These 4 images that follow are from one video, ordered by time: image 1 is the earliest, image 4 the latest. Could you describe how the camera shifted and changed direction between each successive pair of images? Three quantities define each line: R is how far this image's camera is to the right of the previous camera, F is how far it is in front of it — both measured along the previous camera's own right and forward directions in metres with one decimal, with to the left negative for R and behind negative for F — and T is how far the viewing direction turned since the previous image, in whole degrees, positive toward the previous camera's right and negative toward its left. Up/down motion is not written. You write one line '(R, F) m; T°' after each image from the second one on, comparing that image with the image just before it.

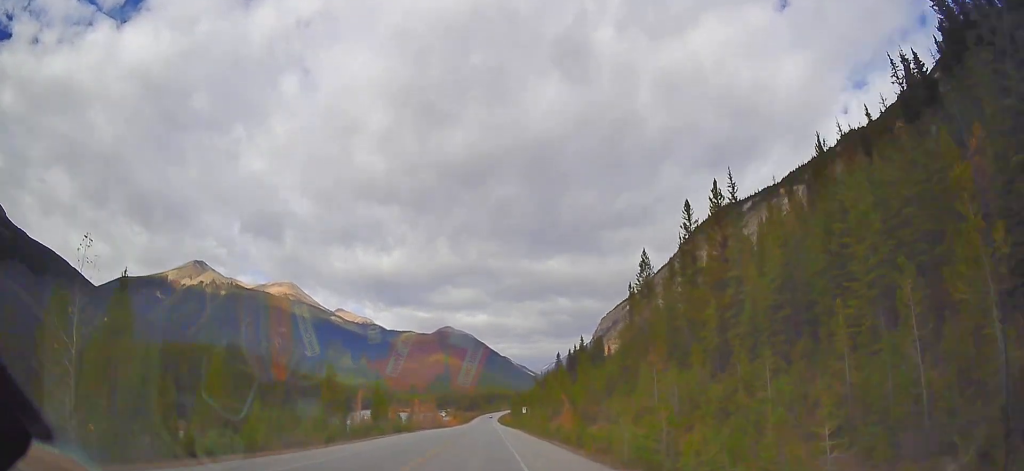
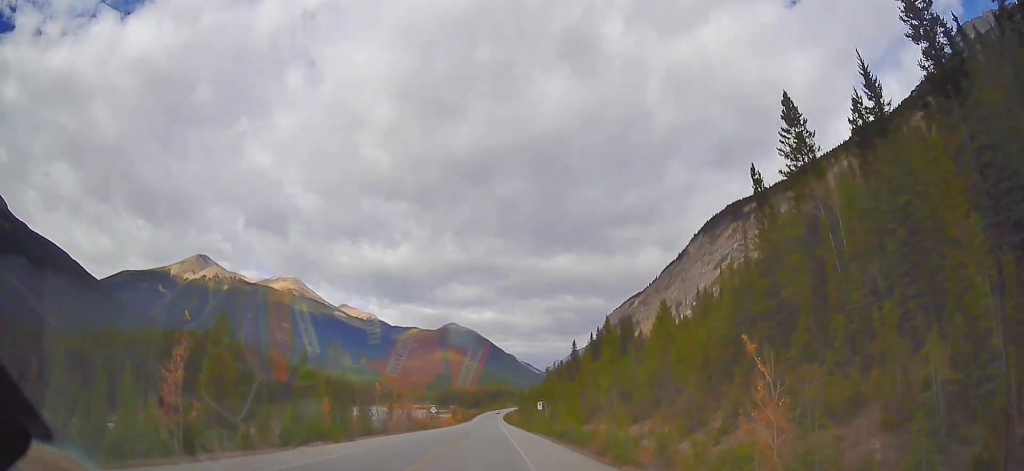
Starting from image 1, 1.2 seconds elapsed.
(+0.3, +31.7) m; 0°
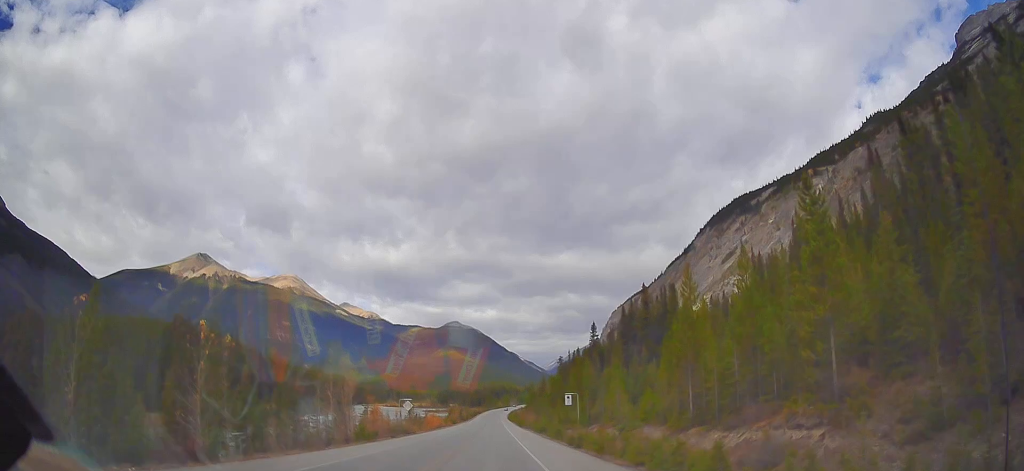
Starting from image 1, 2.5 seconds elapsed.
(-0.2, +33.7) m; 0°
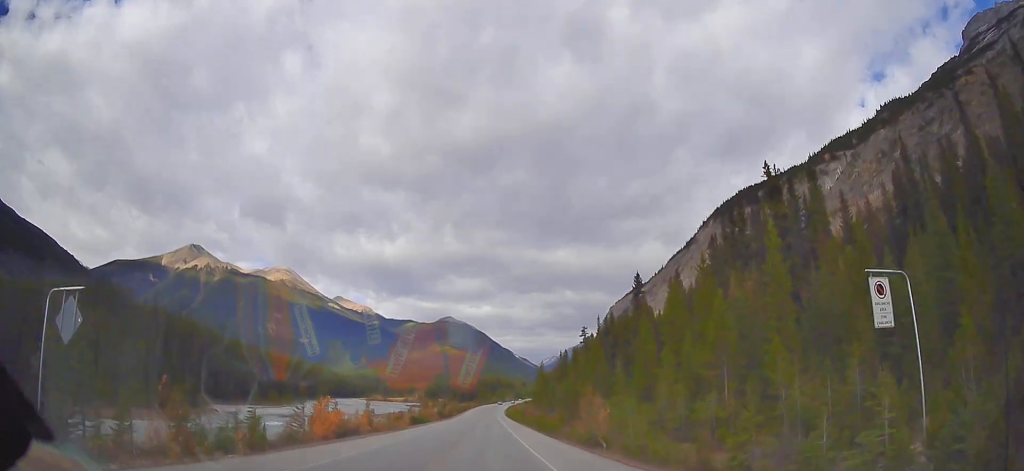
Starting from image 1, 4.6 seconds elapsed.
(+0.1, +56.1) m; 0°
